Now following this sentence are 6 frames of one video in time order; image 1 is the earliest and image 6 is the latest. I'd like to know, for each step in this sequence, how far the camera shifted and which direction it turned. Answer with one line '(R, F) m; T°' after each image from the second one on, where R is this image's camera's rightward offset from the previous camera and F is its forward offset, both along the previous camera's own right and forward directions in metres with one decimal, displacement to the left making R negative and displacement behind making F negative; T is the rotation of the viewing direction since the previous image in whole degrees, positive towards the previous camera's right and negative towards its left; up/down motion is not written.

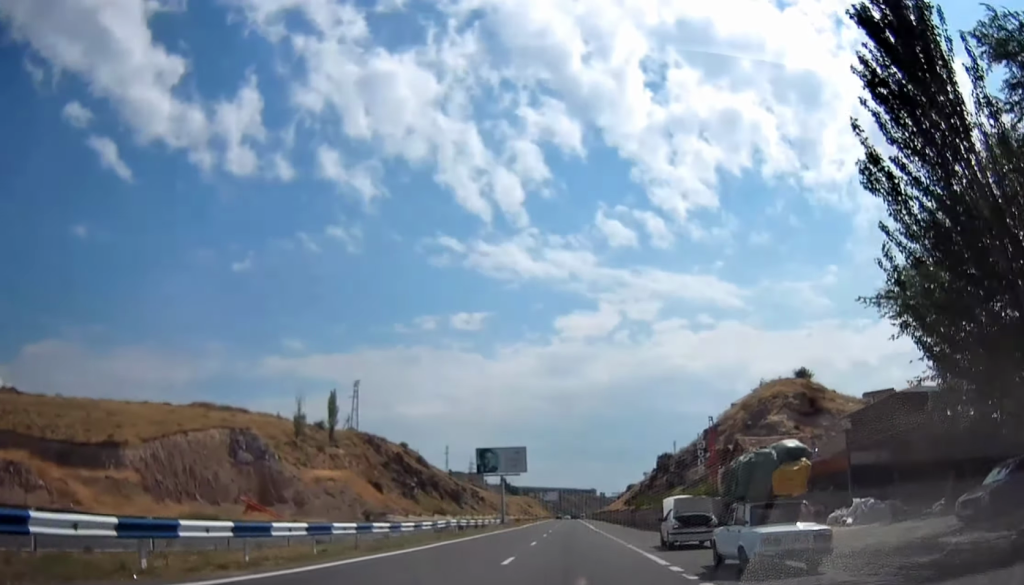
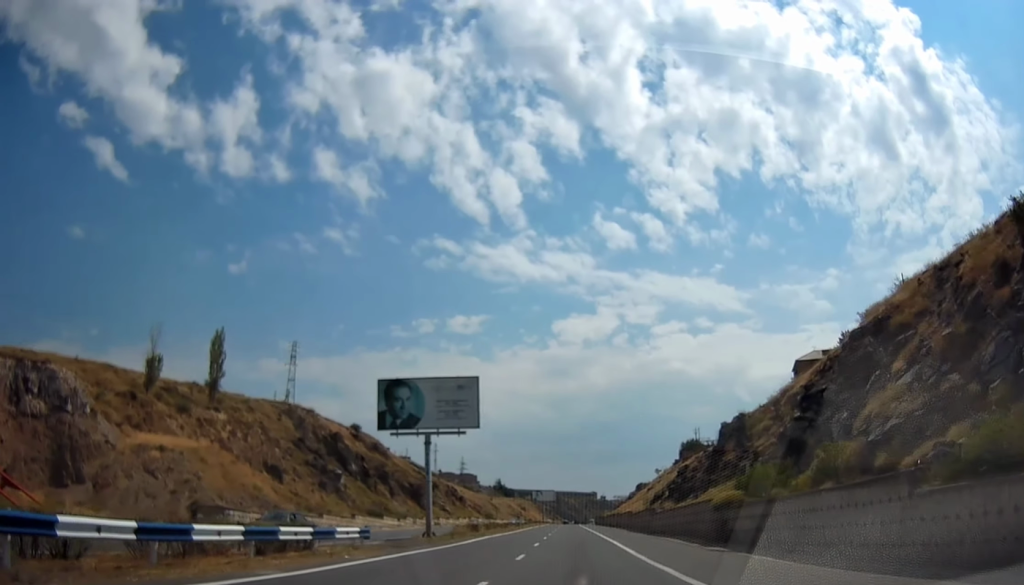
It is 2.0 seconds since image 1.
(+0.8, +42.6) m; +2°
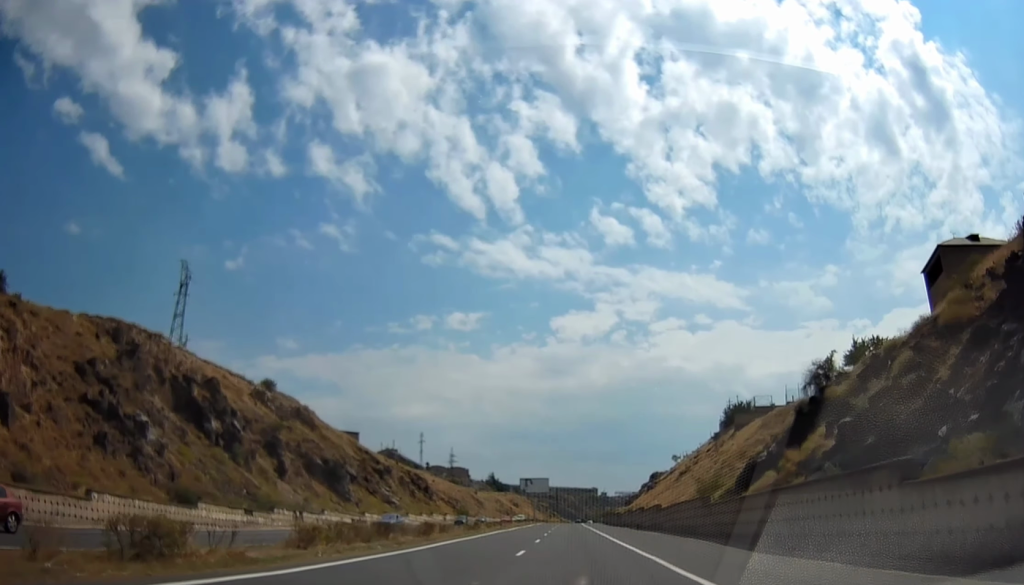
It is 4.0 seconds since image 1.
(-0.4, +44.6) m; -1°
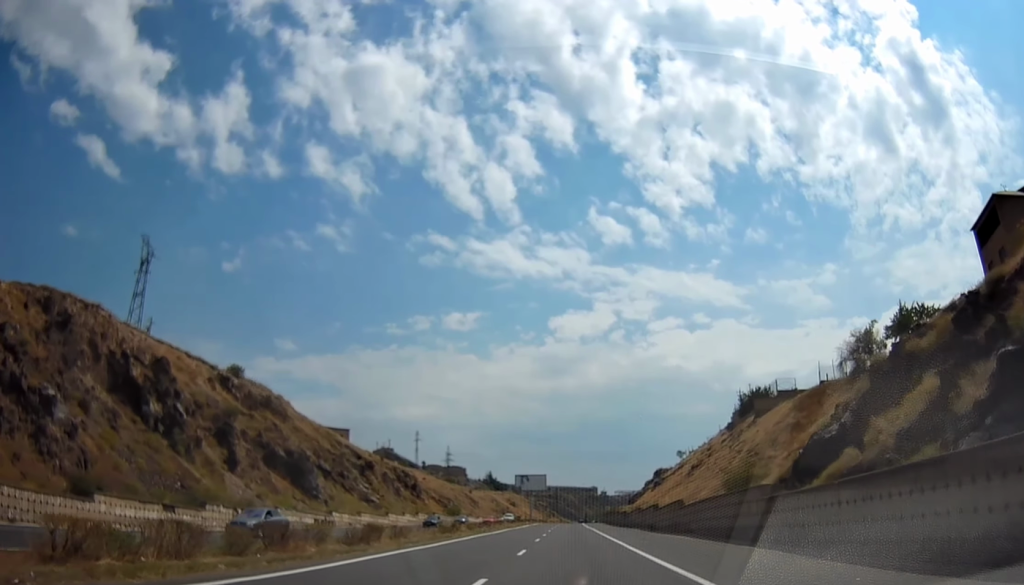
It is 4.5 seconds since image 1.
(-0.1, +11.0) m; +1°
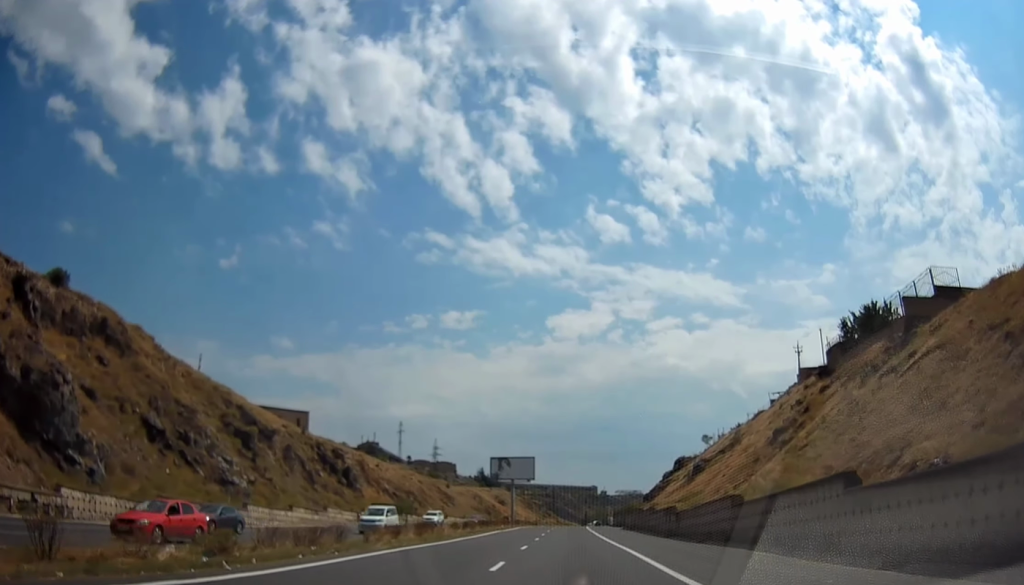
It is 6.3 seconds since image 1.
(+0.1, +40.2) m; -1°
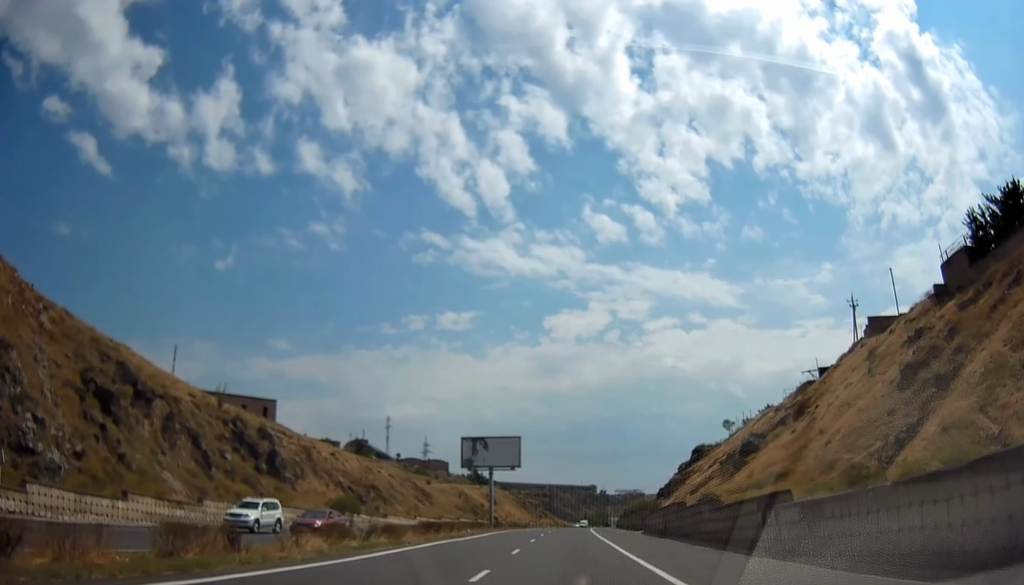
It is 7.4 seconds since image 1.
(-0.1, +24.0) m; +1°
